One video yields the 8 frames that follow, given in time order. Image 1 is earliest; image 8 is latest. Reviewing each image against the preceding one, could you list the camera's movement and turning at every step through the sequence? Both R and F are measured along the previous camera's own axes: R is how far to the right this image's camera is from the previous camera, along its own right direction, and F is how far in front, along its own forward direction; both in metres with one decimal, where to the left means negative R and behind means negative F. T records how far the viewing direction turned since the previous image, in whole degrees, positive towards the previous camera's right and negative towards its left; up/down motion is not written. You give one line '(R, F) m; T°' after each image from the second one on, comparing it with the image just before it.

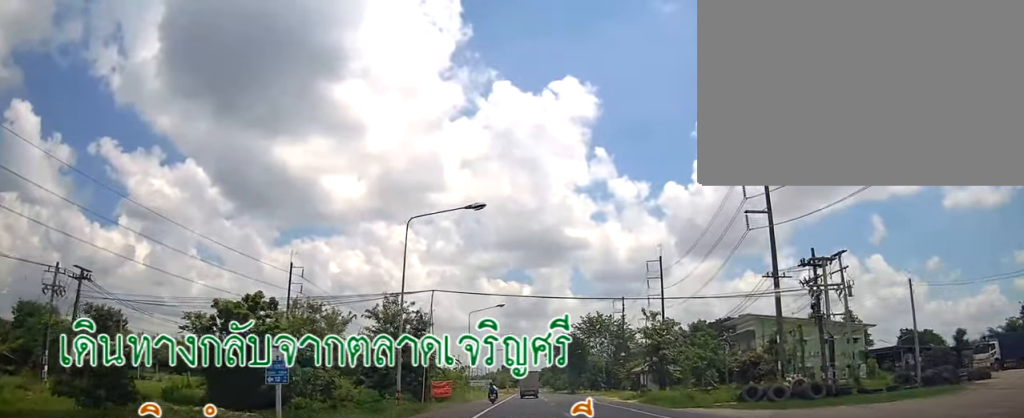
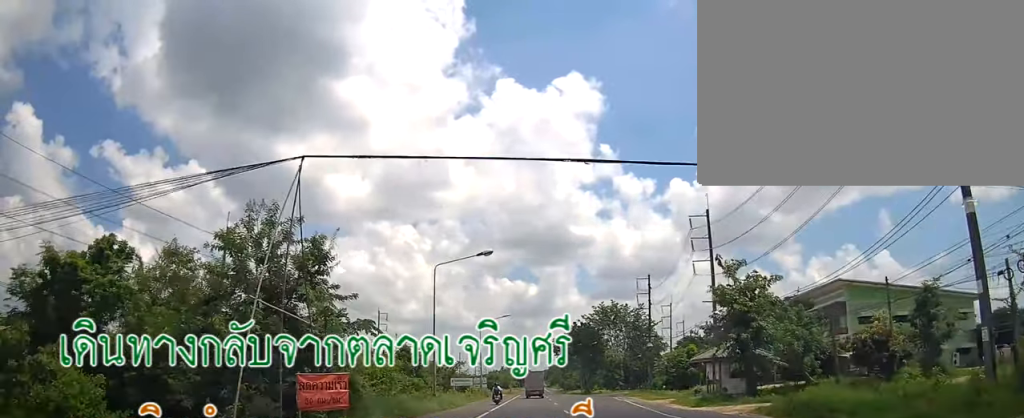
(+0.1, +22.2) m; 0°
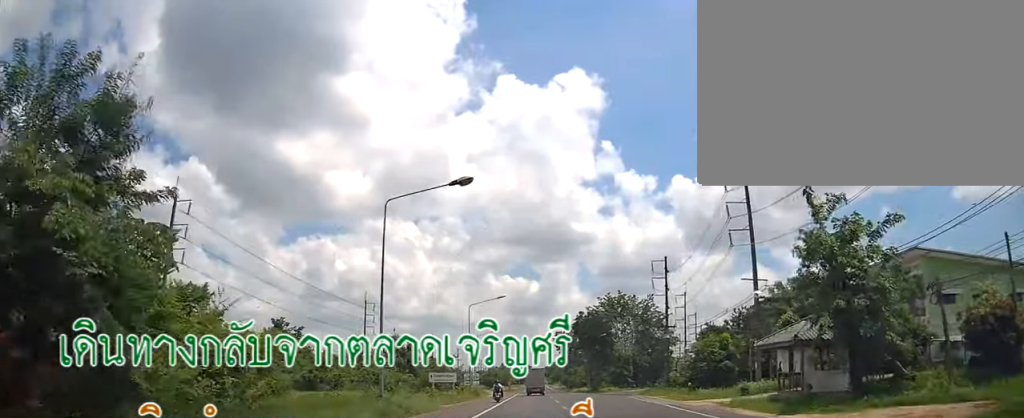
(0.0, +12.0) m; 0°
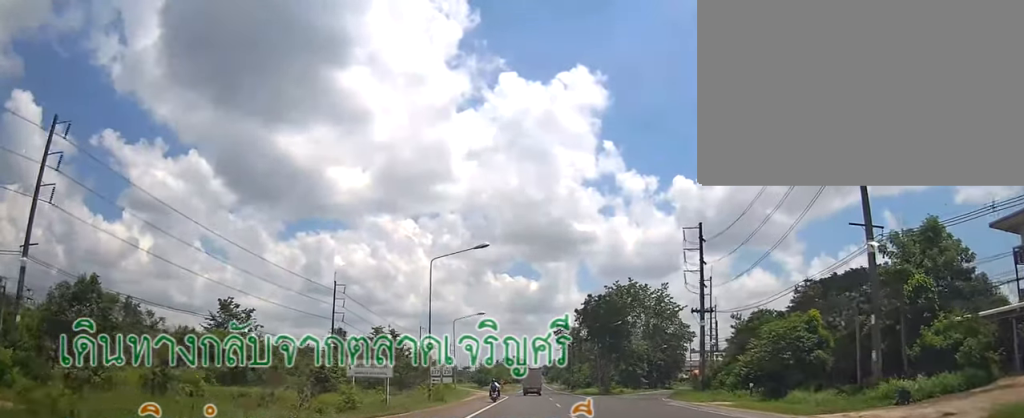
(0.0, +19.0) m; 0°
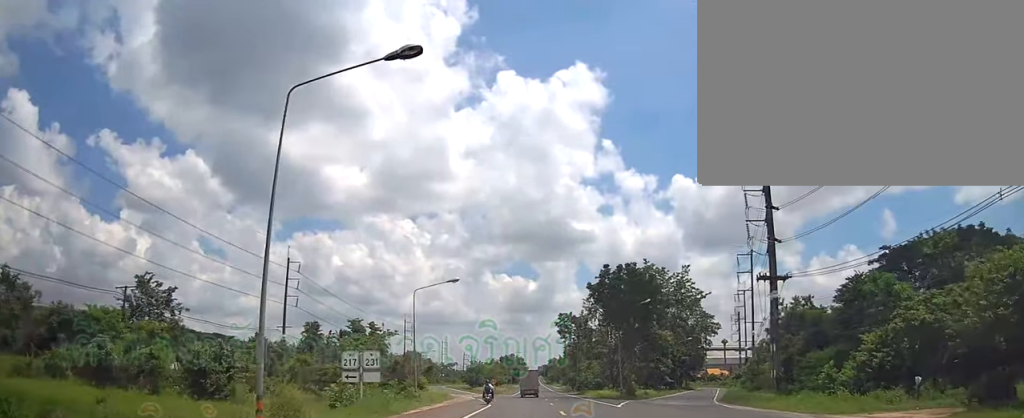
(0.0, +20.6) m; 0°
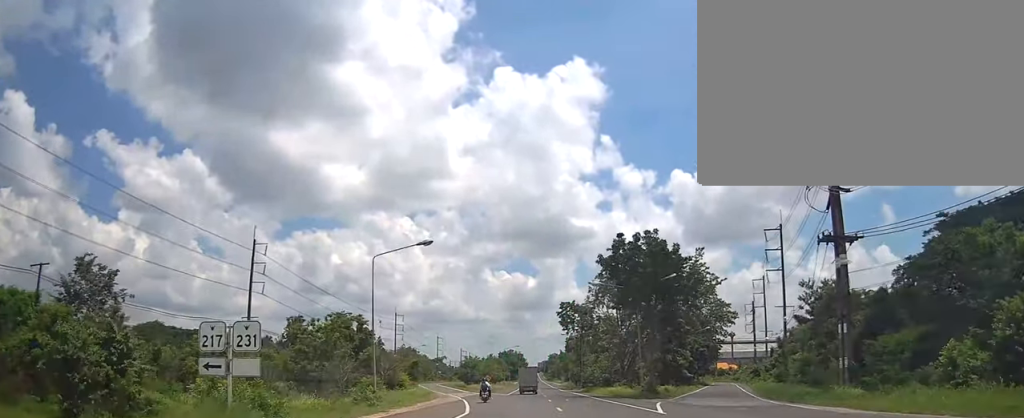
(0.0, +11.0) m; 0°
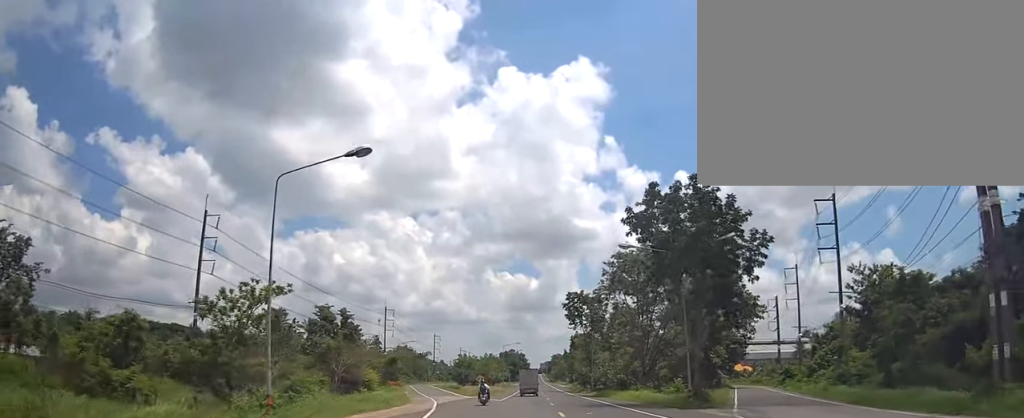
(0.0, +13.3) m; 0°
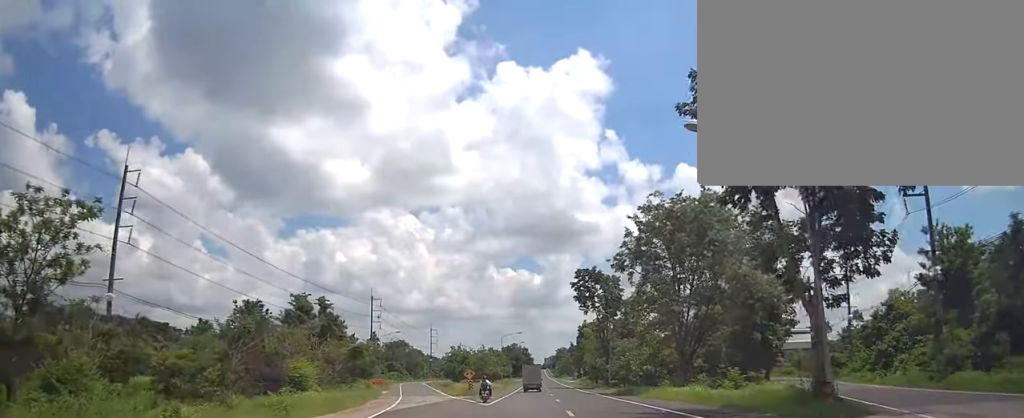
(0.0, +15.0) m; 0°
